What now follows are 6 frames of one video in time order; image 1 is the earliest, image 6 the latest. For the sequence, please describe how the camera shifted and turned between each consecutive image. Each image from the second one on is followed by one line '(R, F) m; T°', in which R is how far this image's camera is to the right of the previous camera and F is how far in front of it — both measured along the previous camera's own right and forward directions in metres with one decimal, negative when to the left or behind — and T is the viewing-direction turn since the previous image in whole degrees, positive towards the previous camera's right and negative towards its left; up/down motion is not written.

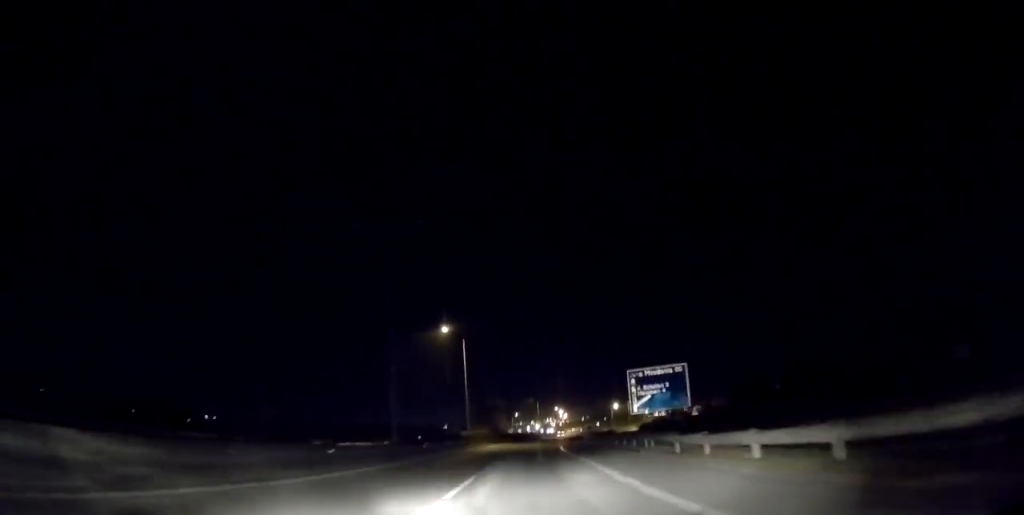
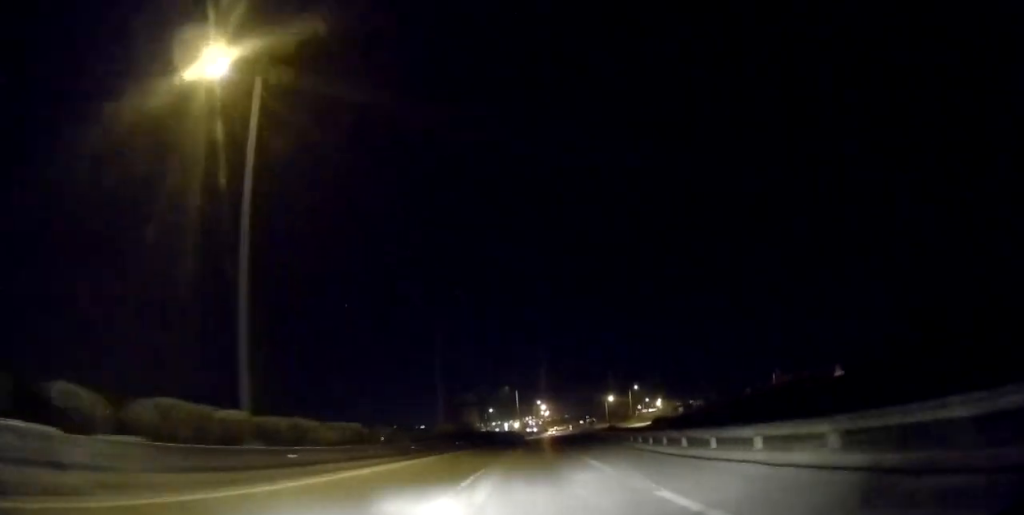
(+1.6, +53.9) m; +2°
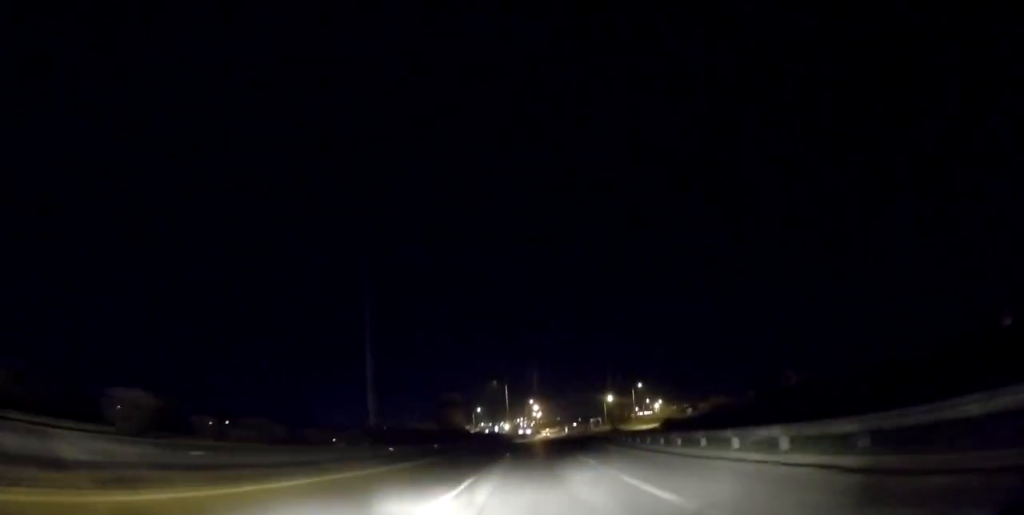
(+0.1, +21.5) m; +1°
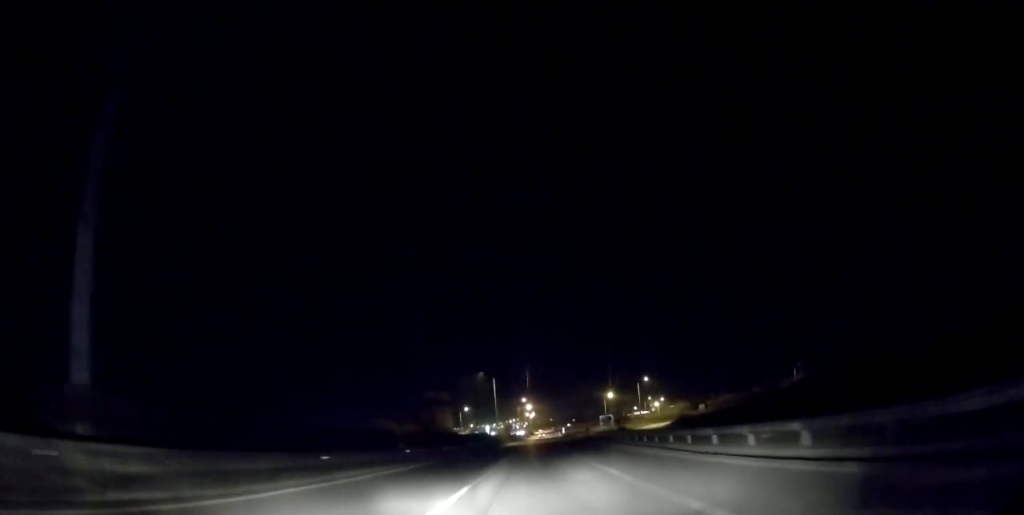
(+0.3, +21.1) m; +1°
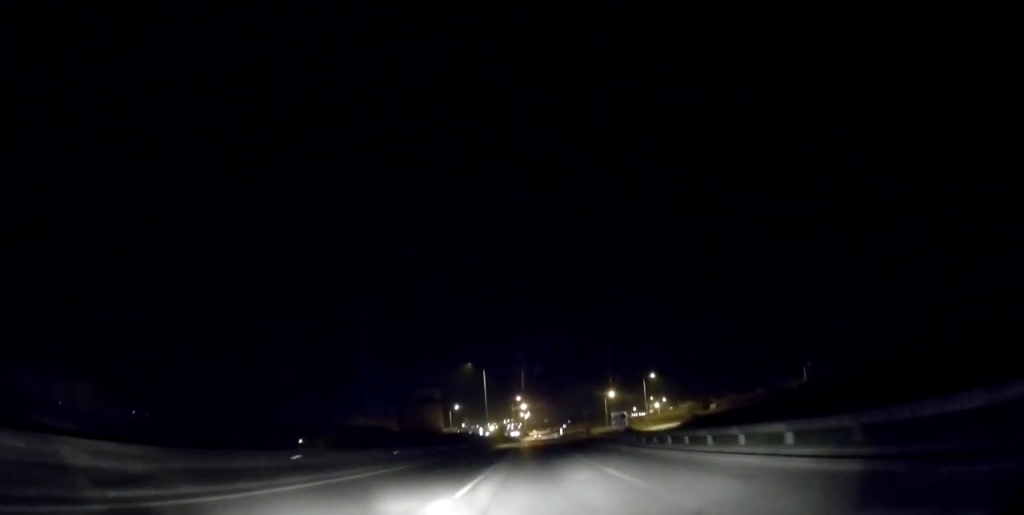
(+0.1, +14.7) m; 0°
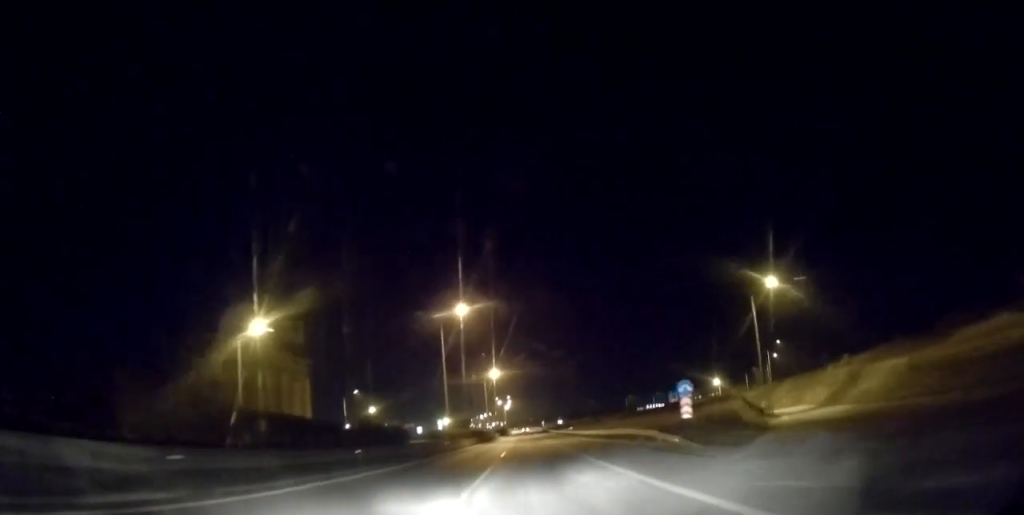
(+0.2, +138.5) m; 0°
